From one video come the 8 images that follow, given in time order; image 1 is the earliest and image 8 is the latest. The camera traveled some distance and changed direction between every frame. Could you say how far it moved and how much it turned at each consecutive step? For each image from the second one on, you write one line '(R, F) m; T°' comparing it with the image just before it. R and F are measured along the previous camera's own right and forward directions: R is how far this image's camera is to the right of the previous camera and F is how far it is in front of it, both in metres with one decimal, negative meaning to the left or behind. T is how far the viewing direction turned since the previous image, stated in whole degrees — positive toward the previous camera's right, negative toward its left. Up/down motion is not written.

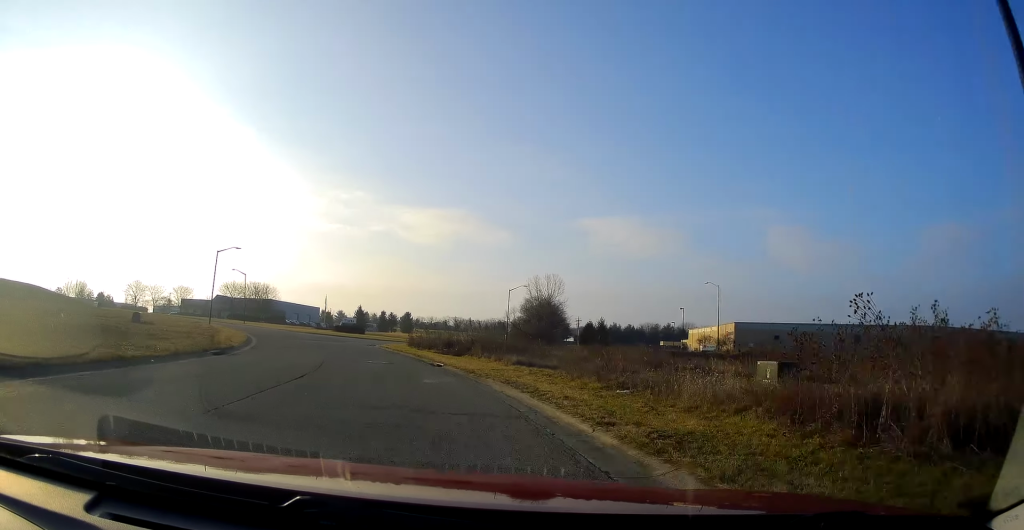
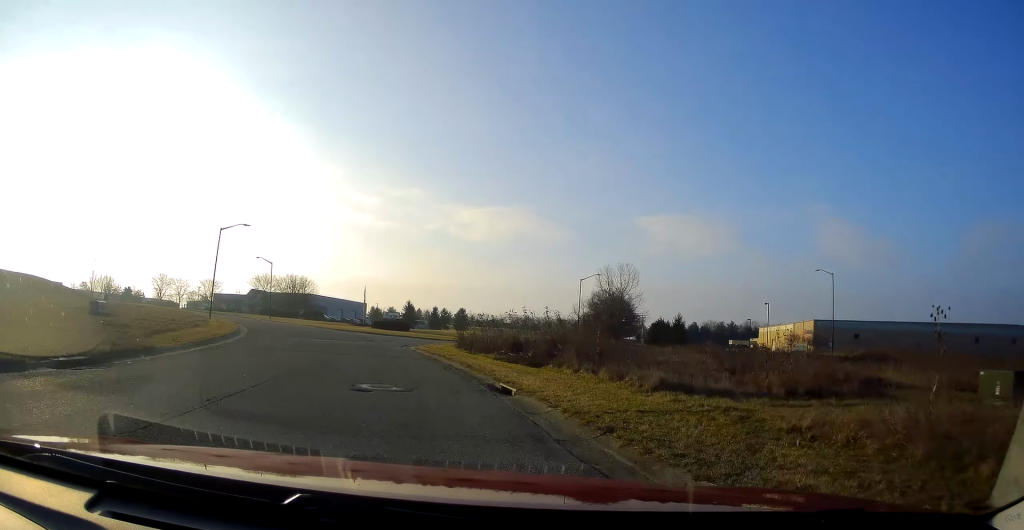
(-1.1, +14.0) m; -7°
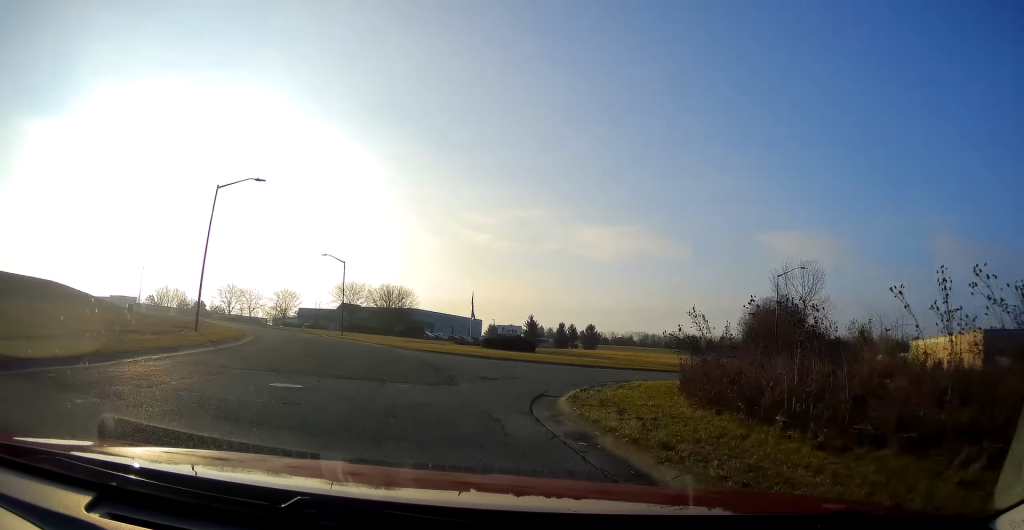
(-2.0, +23.4) m; -12°
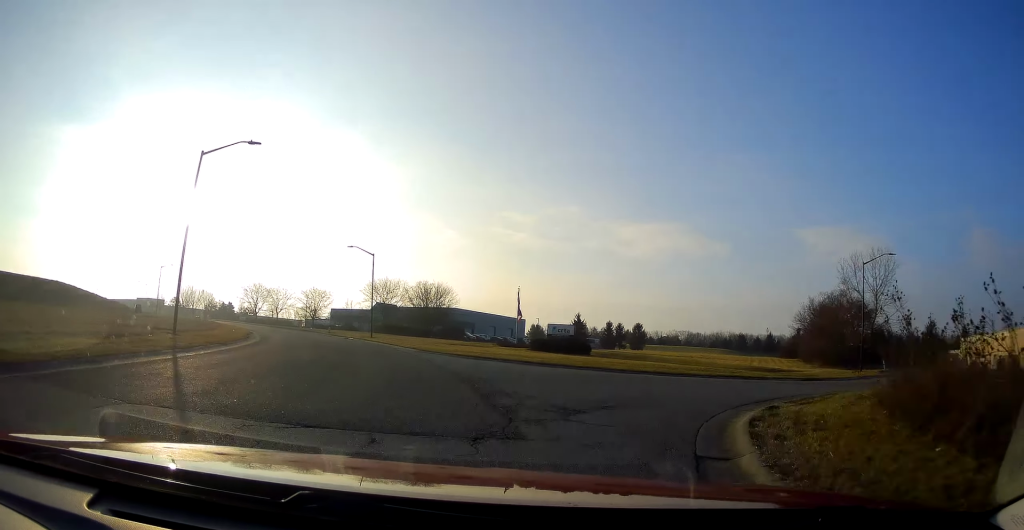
(-0.3, +7.3) m; -4°
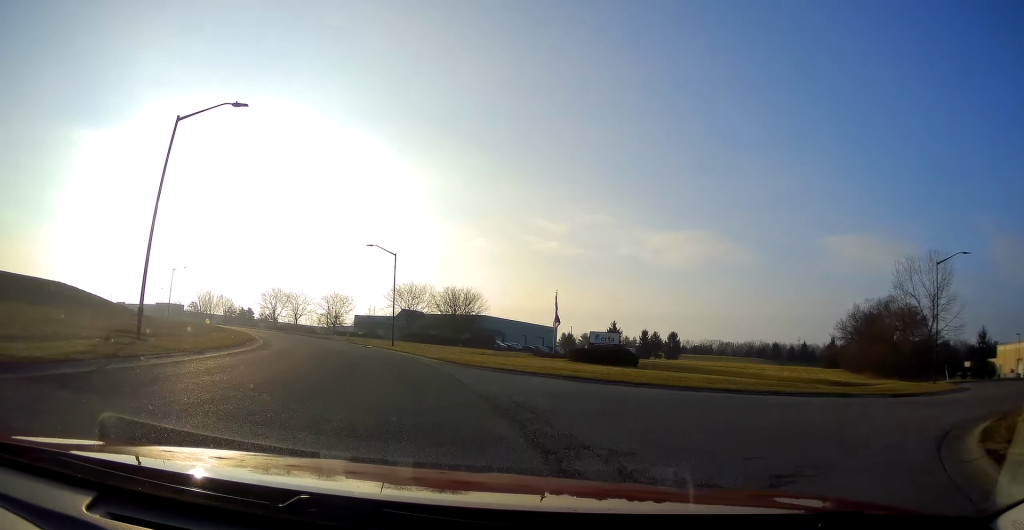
(-0.1, +5.8) m; -3°
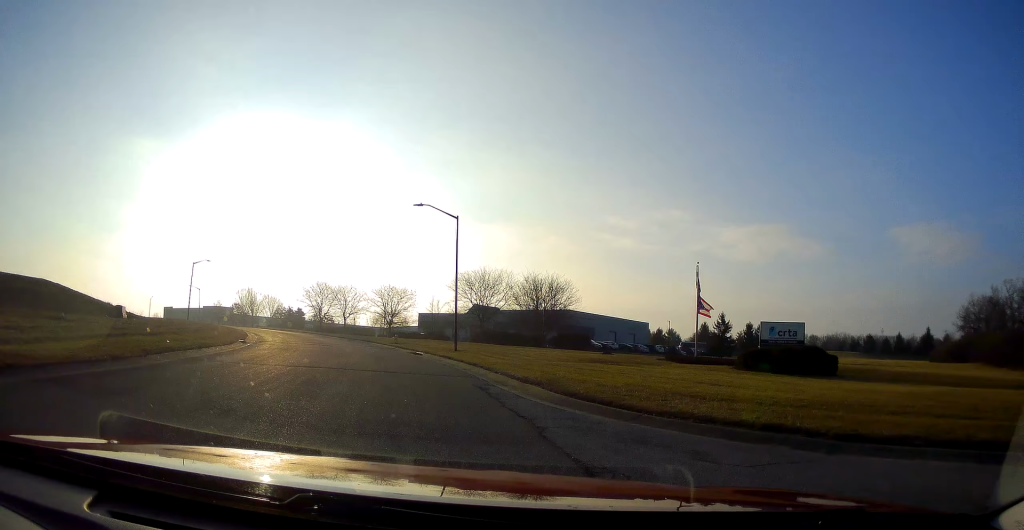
(-1.4, +17.8) m; -8°
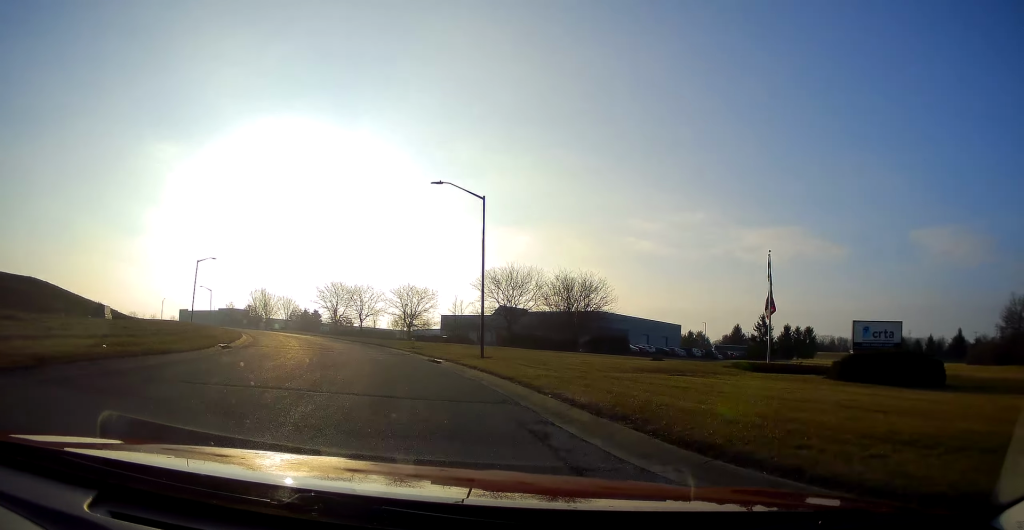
(-0.2, +6.2) m; -2°
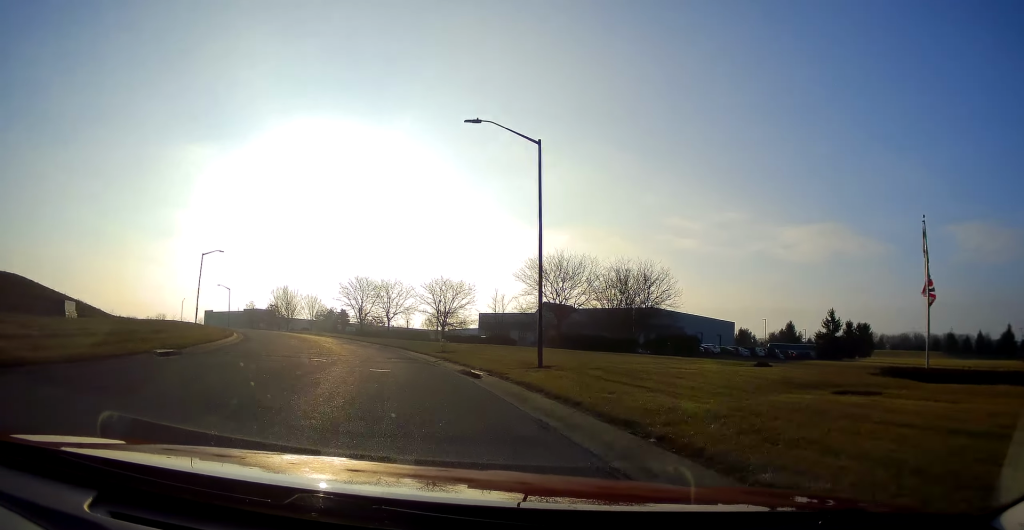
(-0.1, +9.4) m; -3°
